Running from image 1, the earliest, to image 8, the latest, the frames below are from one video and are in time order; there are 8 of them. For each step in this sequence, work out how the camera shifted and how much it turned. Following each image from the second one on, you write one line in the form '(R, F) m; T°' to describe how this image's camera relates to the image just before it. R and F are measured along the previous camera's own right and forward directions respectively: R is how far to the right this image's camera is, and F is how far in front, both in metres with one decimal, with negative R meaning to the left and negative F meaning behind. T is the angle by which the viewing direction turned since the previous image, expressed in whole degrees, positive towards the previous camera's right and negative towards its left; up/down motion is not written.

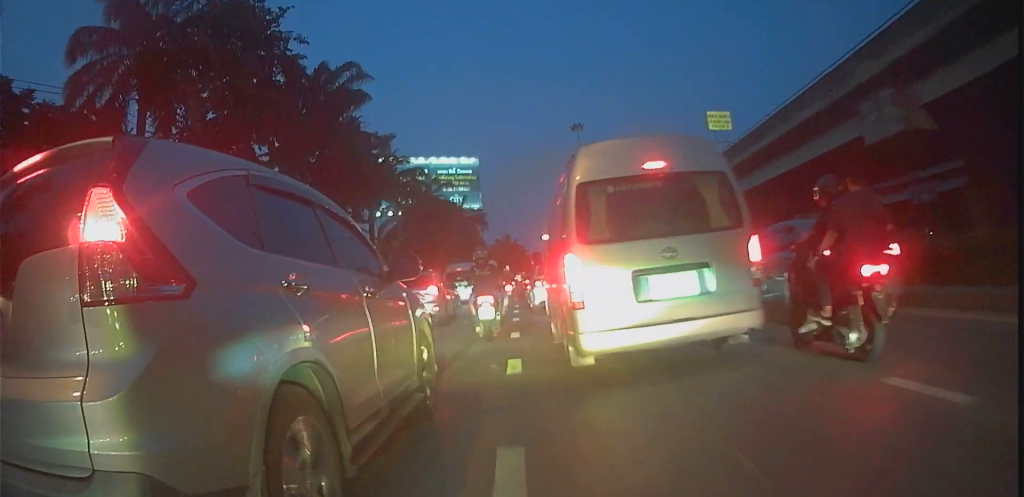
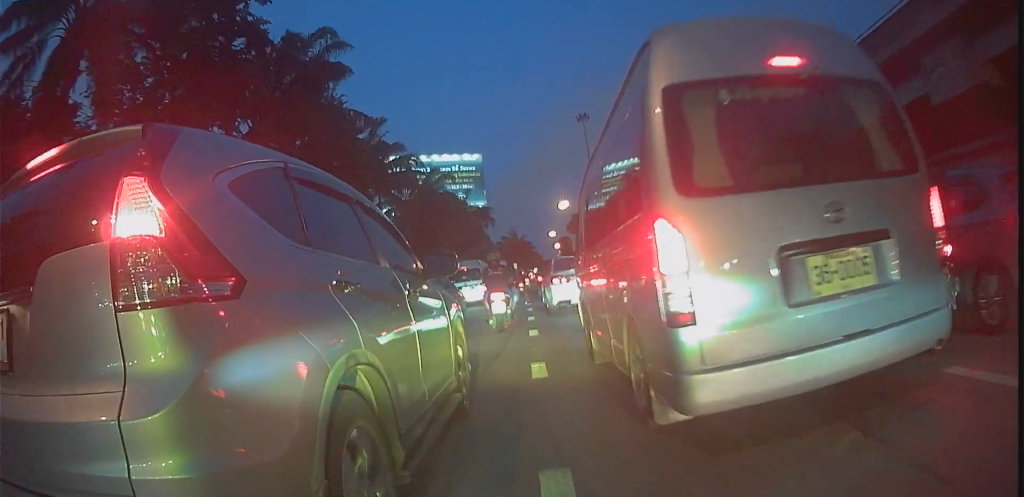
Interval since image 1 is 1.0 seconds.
(0.0, +4.6) m; +4°
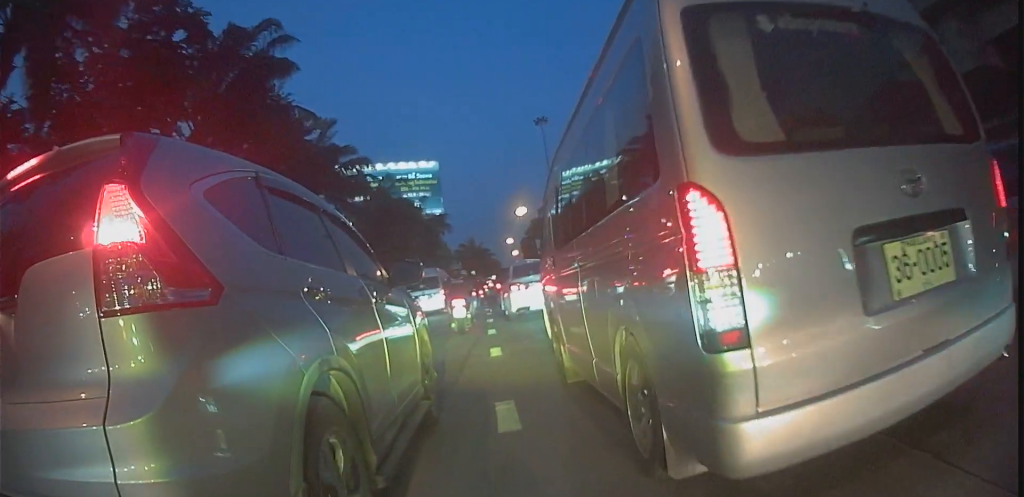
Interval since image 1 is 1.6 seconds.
(+0.6, +2.2) m; +4°
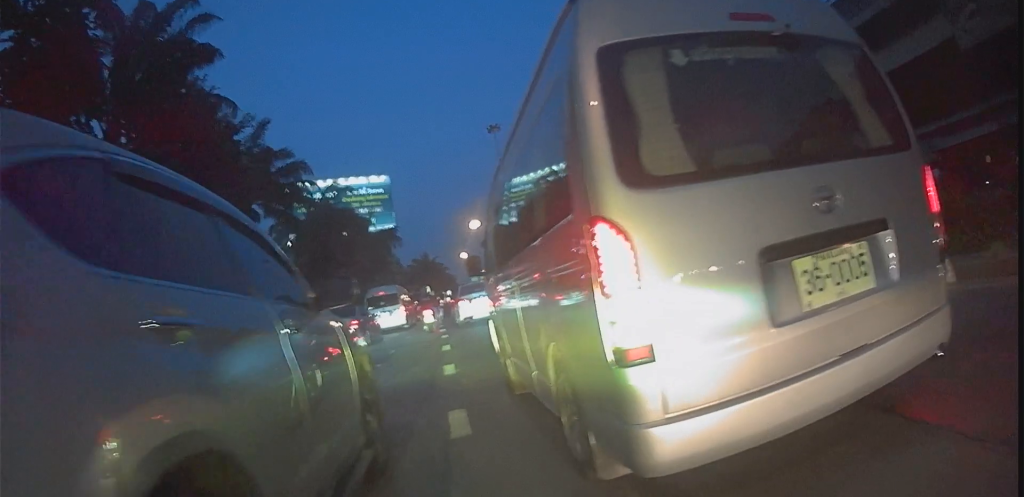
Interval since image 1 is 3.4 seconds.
(-0.1, +5.8) m; -1°
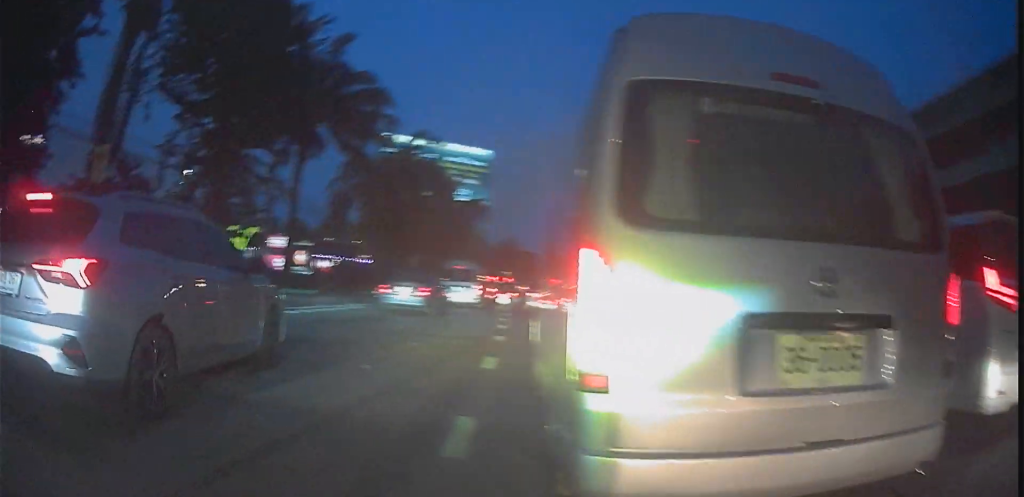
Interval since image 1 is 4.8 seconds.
(-1.4, +5.5) m; -15°
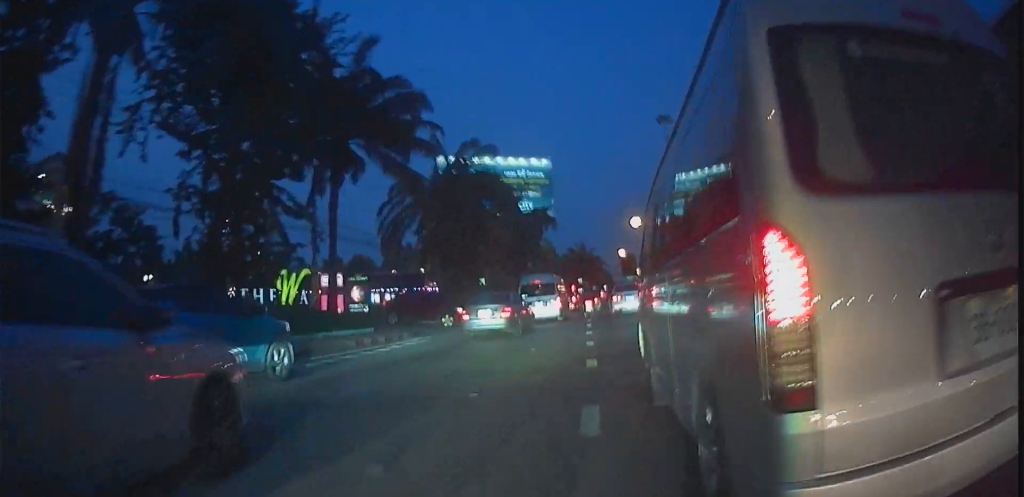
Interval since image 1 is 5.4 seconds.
(0.0, +3.4) m; +4°
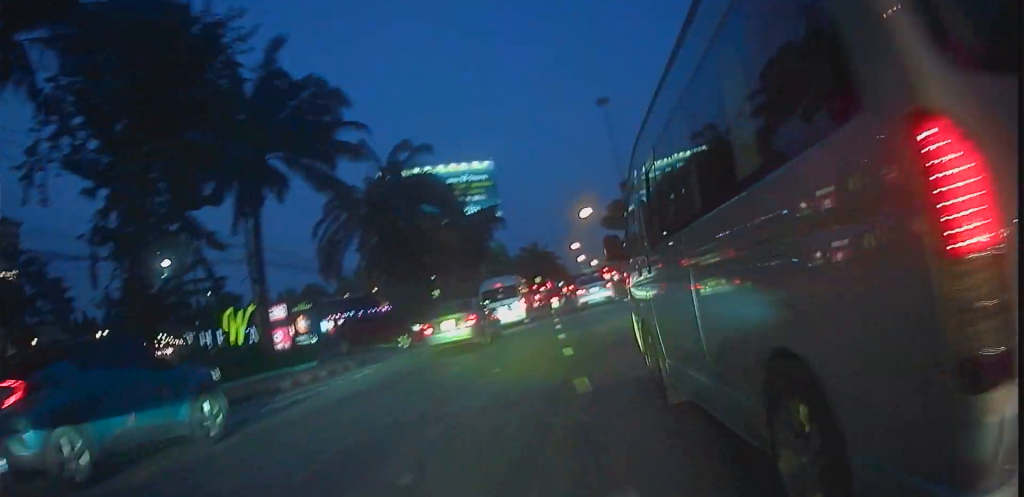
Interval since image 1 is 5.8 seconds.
(+0.1, +3.0) m; +2°
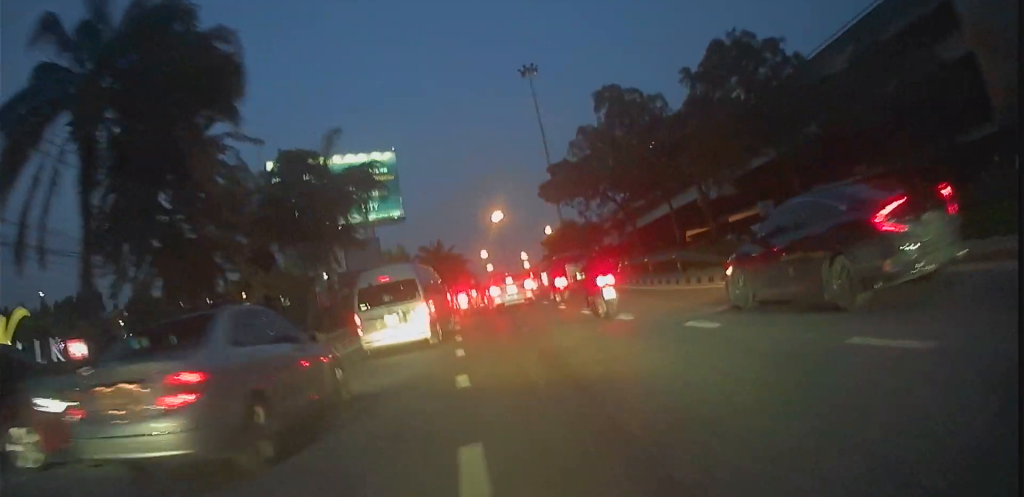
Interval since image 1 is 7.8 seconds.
(+0.8, +16.9) m; +3°
